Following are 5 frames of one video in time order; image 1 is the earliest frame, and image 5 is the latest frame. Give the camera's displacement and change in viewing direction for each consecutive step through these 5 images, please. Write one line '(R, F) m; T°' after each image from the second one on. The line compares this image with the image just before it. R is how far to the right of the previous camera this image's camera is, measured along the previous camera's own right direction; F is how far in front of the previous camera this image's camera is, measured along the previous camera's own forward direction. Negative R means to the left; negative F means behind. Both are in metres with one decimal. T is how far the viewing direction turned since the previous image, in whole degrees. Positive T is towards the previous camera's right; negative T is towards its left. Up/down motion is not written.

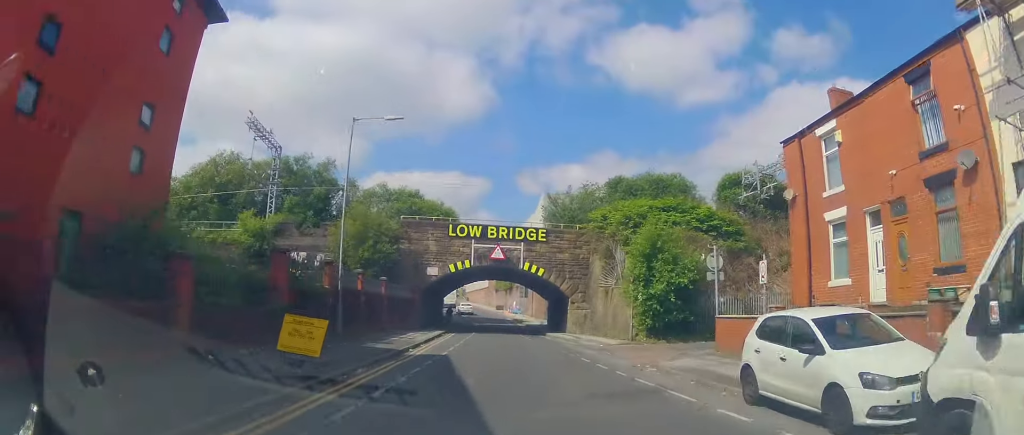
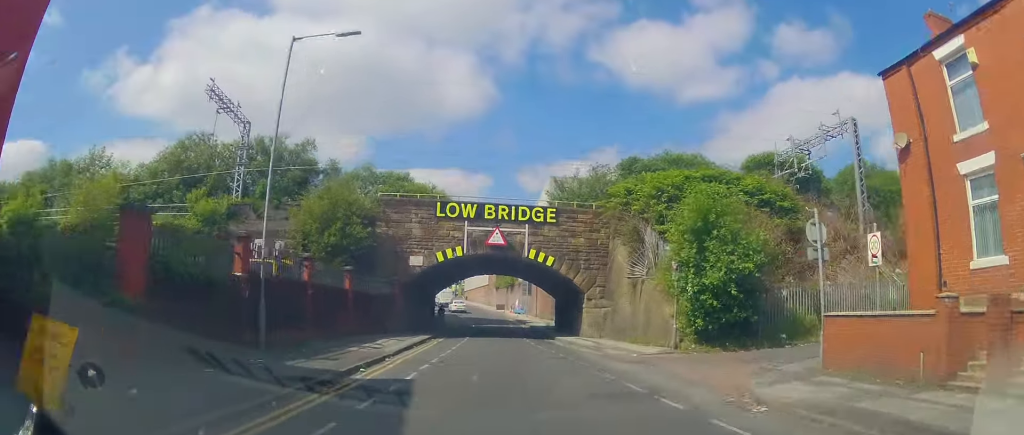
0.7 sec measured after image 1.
(+0.1, +6.7) m; 0°
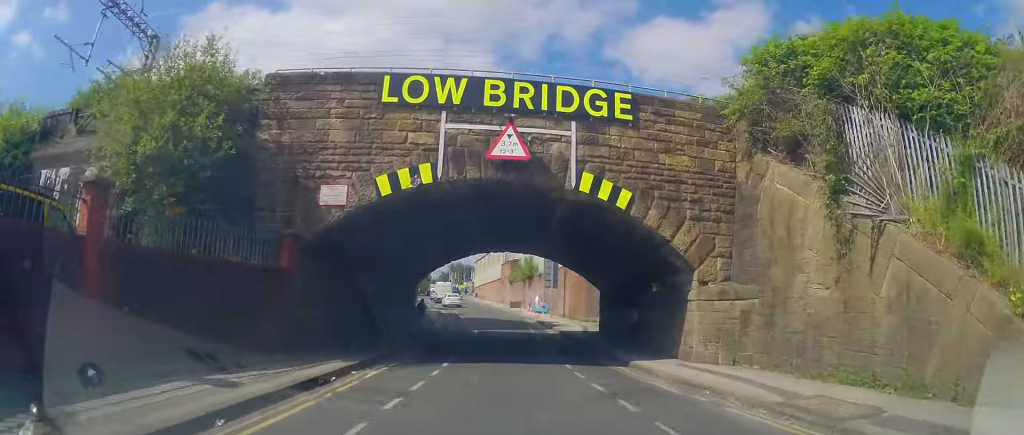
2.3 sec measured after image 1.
(-0.6, +15.6) m; -3°
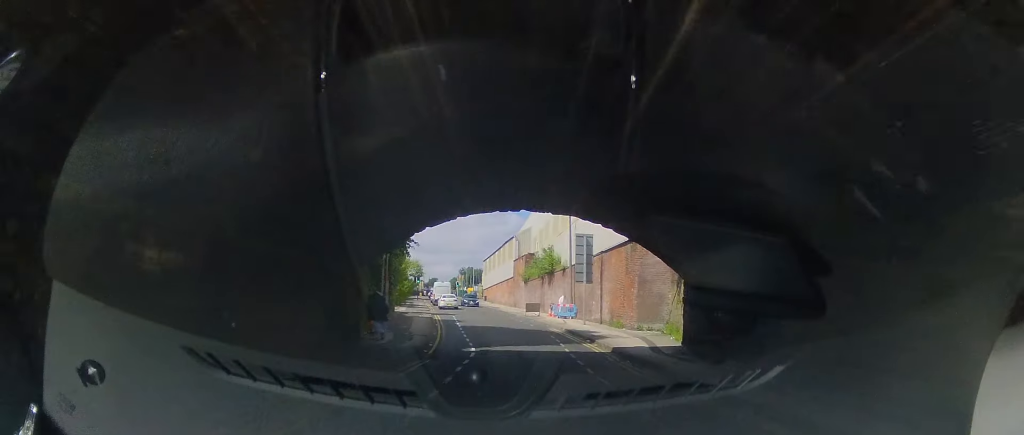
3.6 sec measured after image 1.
(+0.2, +12.5) m; +1°
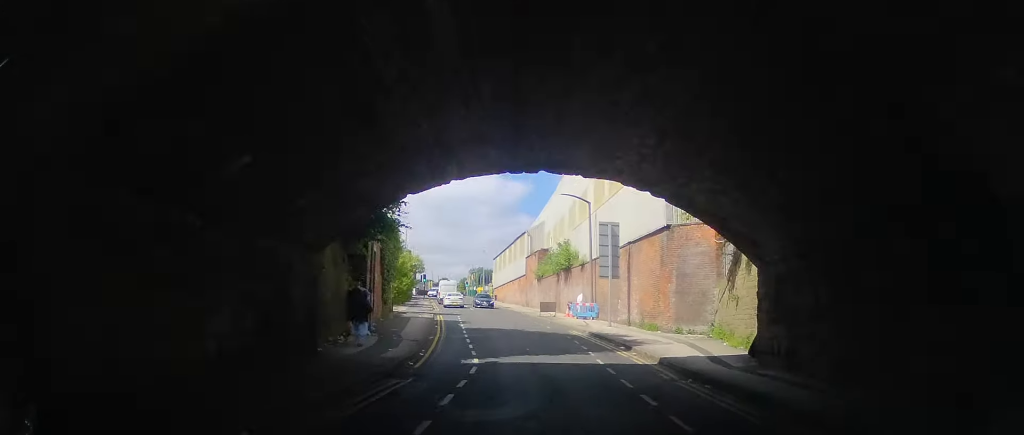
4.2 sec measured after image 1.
(0.0, +4.7) m; 0°
